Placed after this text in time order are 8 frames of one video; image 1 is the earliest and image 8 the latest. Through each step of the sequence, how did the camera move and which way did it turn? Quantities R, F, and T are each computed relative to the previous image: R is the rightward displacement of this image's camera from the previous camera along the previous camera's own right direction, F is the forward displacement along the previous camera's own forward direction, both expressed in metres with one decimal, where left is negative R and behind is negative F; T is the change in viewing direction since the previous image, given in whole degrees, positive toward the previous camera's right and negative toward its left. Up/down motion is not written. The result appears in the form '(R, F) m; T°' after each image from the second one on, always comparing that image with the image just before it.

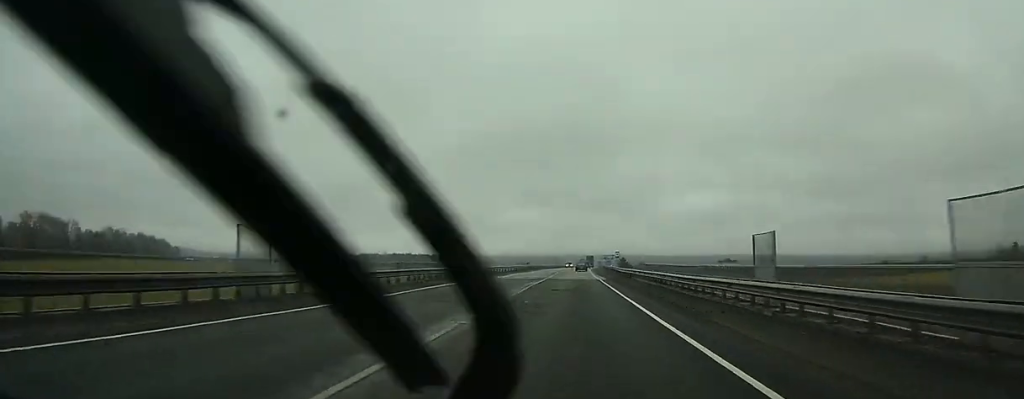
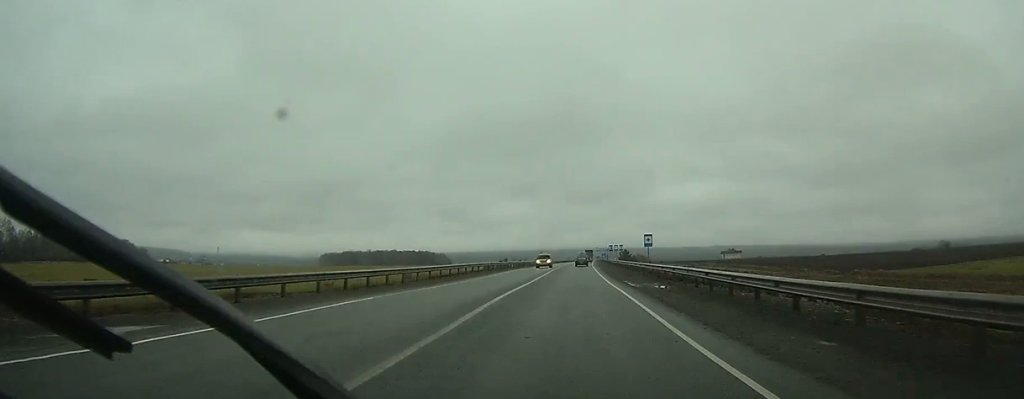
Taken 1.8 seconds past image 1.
(+0.5, +49.0) m; +1°
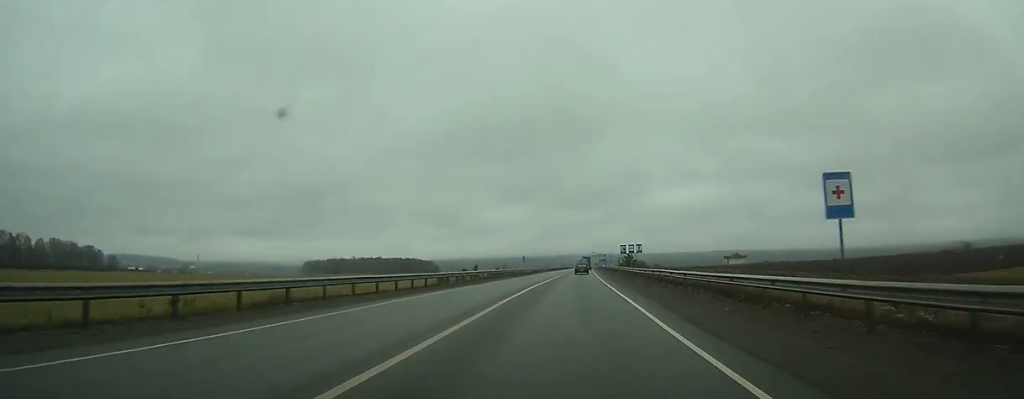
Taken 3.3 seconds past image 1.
(+0.2, +40.0) m; +1°
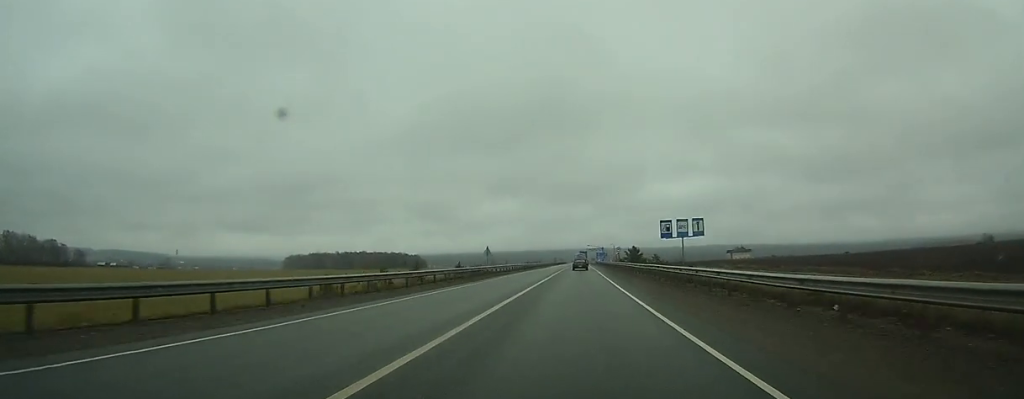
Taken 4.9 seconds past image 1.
(+0.3, +38.0) m; +1°
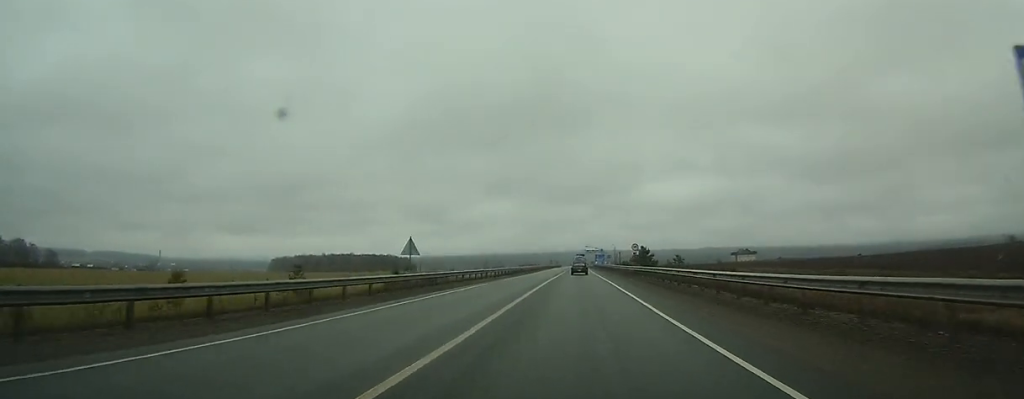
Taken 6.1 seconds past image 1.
(+0.1, +30.3) m; 0°
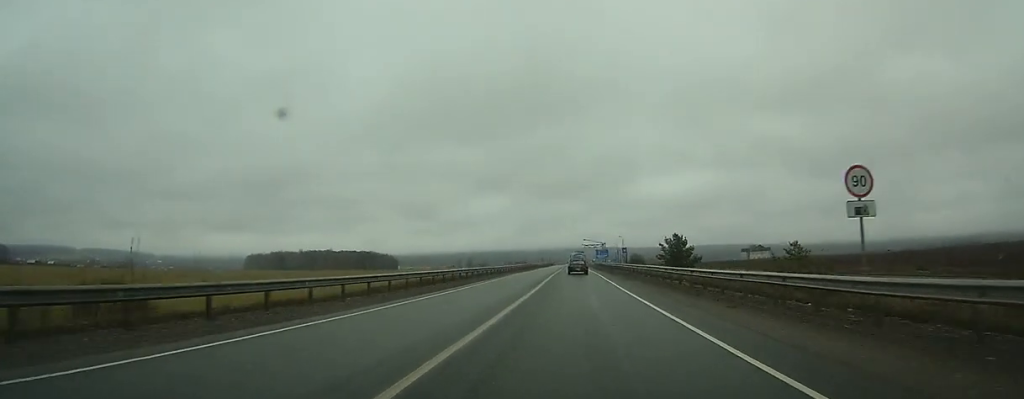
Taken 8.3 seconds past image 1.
(+0.2, +51.0) m; 0°
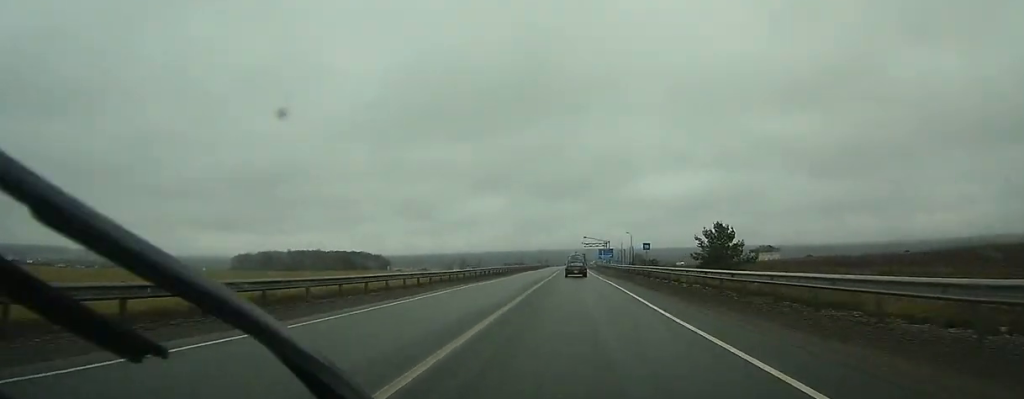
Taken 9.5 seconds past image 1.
(0.0, +27.0) m; 0°
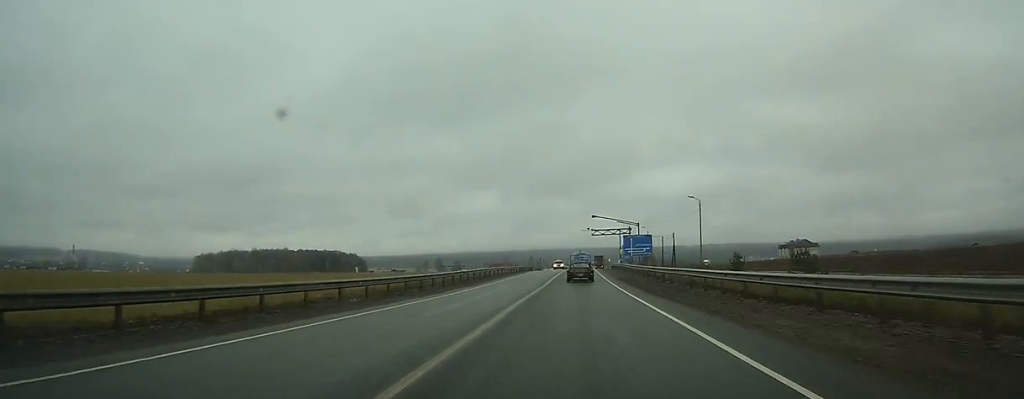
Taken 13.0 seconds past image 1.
(+0.4, +74.8) m; +1°
